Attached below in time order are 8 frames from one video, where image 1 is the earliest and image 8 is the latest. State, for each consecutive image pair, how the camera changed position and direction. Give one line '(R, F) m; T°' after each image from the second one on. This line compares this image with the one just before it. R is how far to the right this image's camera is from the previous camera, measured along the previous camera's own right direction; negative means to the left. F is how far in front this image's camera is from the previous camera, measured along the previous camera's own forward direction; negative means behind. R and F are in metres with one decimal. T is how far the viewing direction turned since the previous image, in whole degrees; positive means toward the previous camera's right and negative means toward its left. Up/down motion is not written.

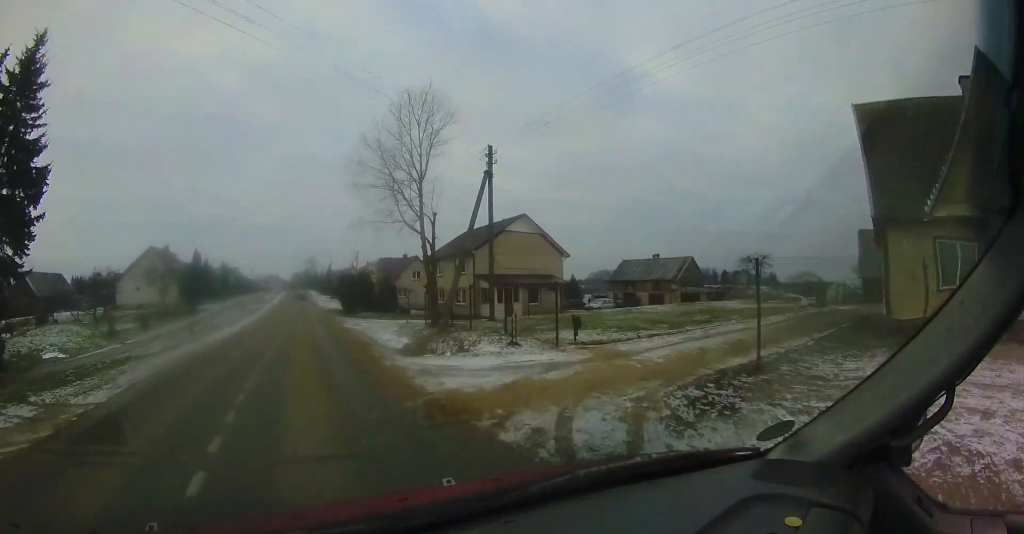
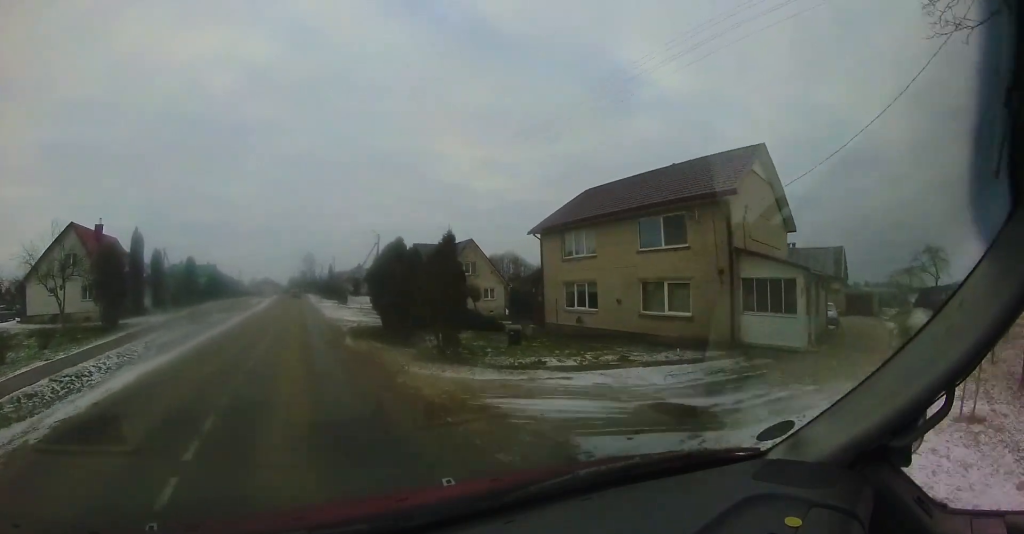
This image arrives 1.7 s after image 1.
(+0.6, +18.8) m; +1°
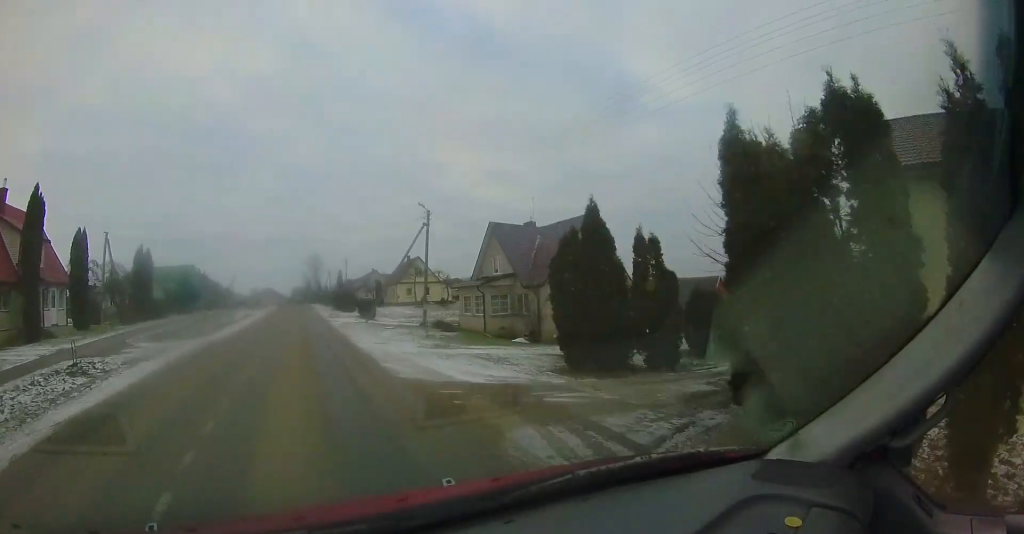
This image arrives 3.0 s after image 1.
(-0.4, +16.3) m; -2°
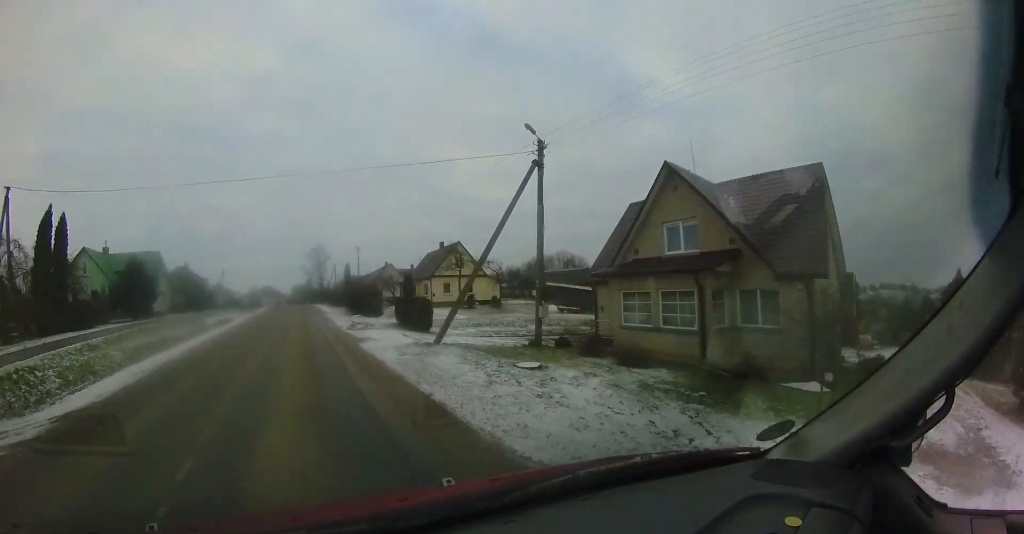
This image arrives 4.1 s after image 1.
(-0.1, +13.9) m; 0°
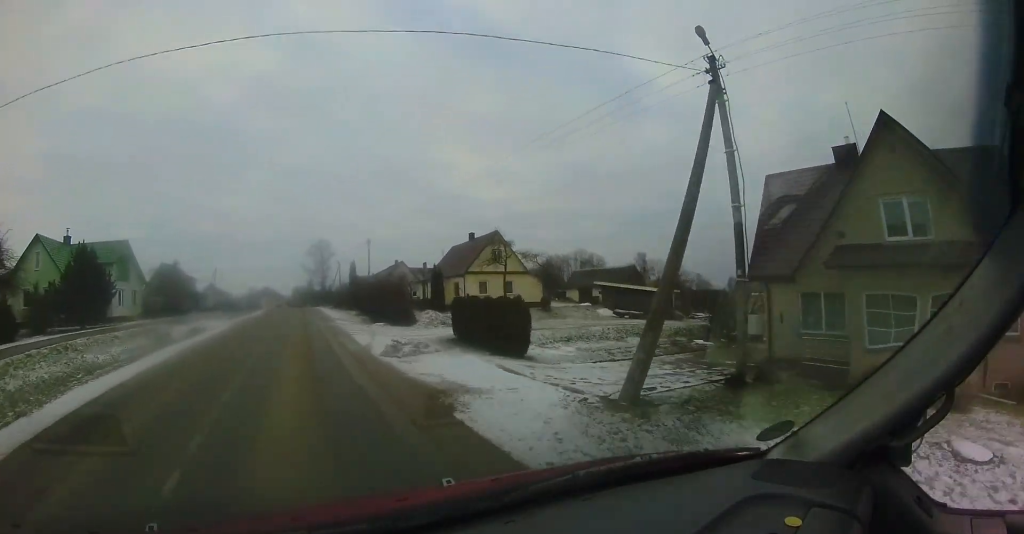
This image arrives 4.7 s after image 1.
(0.0, +8.1) m; 0°
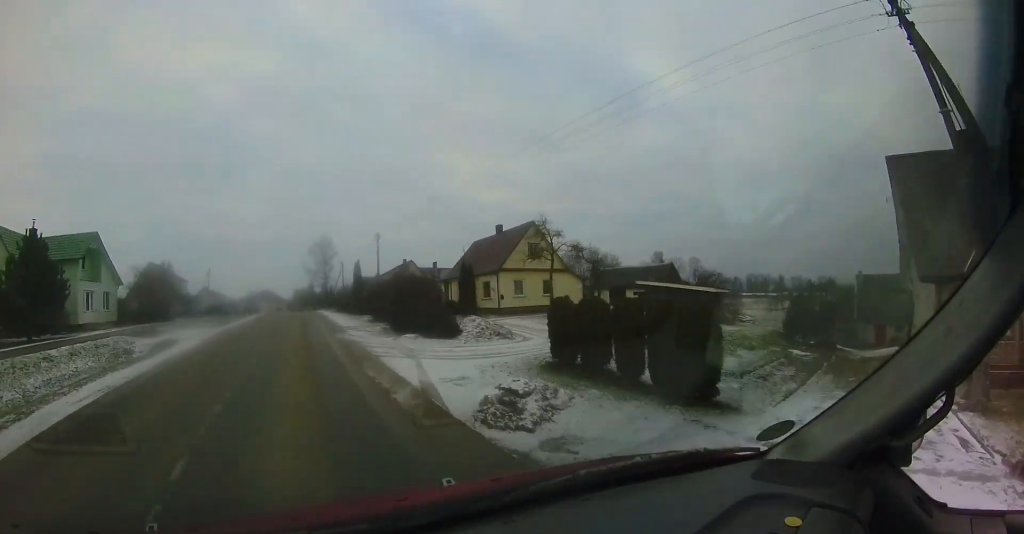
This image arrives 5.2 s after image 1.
(+0.1, +5.6) m; 0°
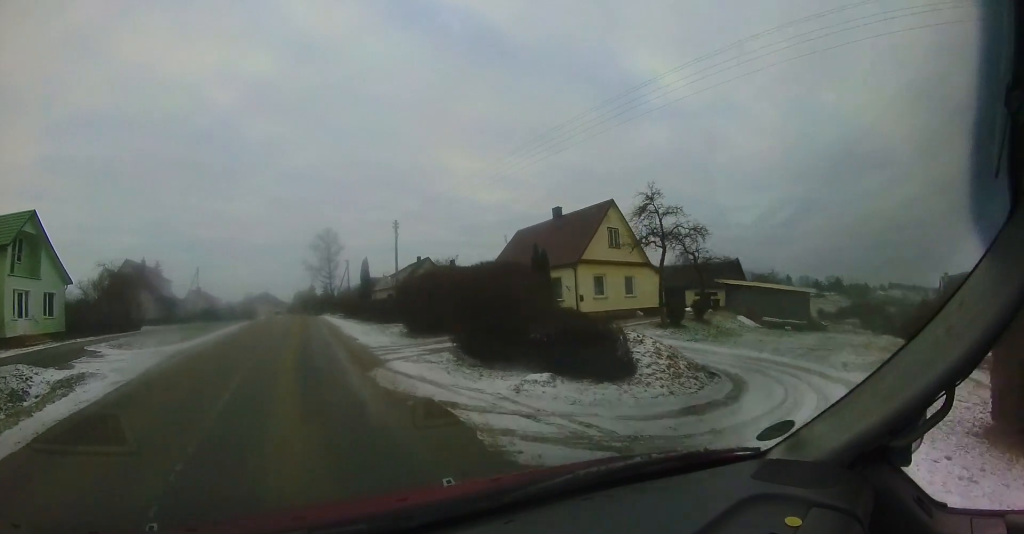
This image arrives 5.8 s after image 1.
(-0.1, +8.2) m; 0°
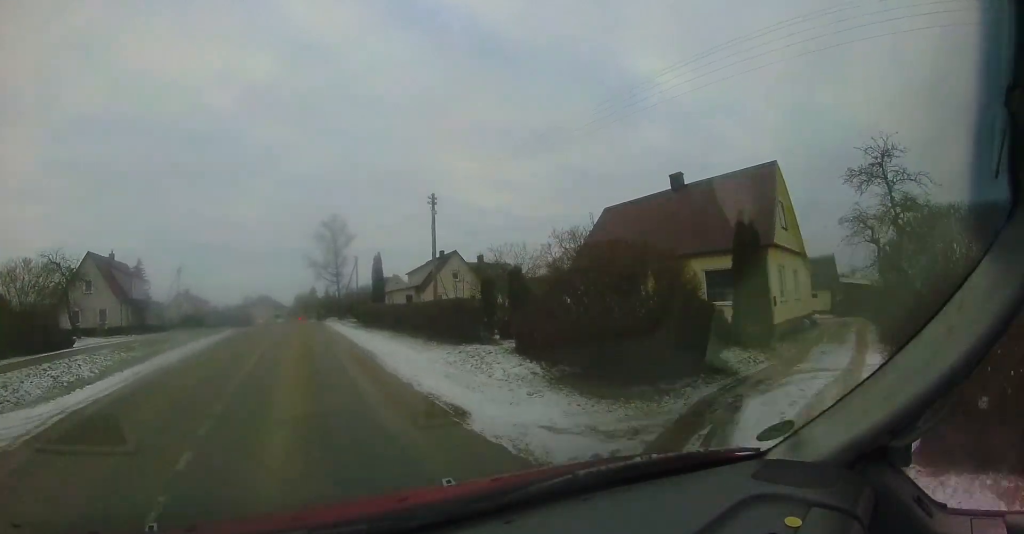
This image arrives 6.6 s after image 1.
(-0.1, +9.8) m; -1°
